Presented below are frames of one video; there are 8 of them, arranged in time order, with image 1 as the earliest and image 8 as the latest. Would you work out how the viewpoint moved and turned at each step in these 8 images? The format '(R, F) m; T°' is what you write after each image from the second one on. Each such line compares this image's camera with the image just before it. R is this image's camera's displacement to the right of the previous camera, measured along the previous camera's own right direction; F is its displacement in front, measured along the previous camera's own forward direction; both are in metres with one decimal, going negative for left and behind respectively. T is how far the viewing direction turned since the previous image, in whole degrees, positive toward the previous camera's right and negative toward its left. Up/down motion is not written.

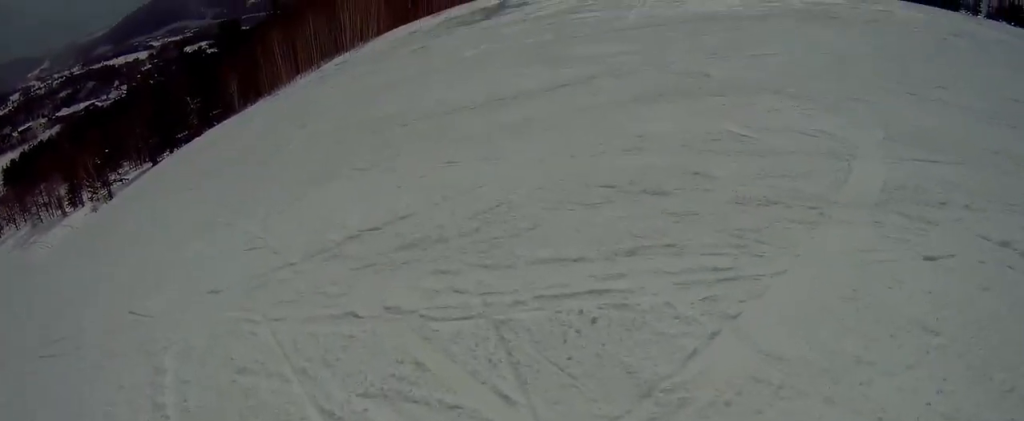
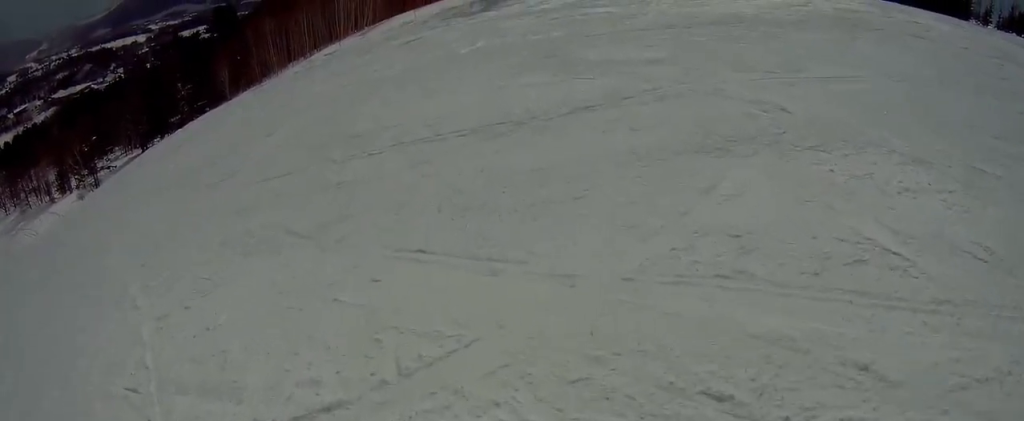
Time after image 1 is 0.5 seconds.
(-0.1, +2.4) m; -12°
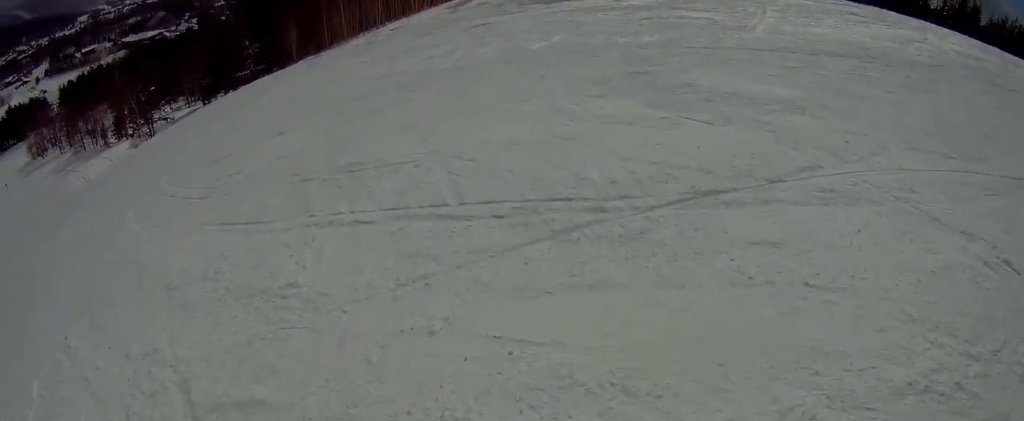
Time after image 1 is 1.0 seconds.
(-0.5, +3.0) m; -8°
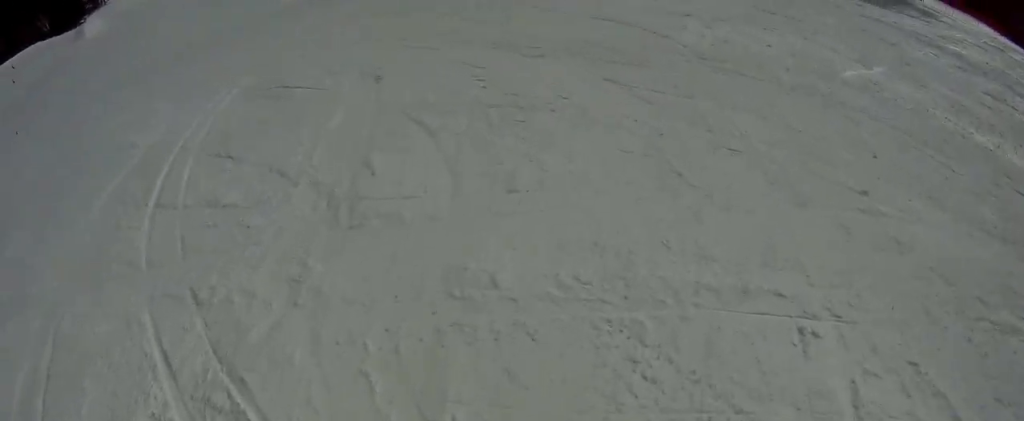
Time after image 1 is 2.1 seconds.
(-0.6, +5.8) m; -17°
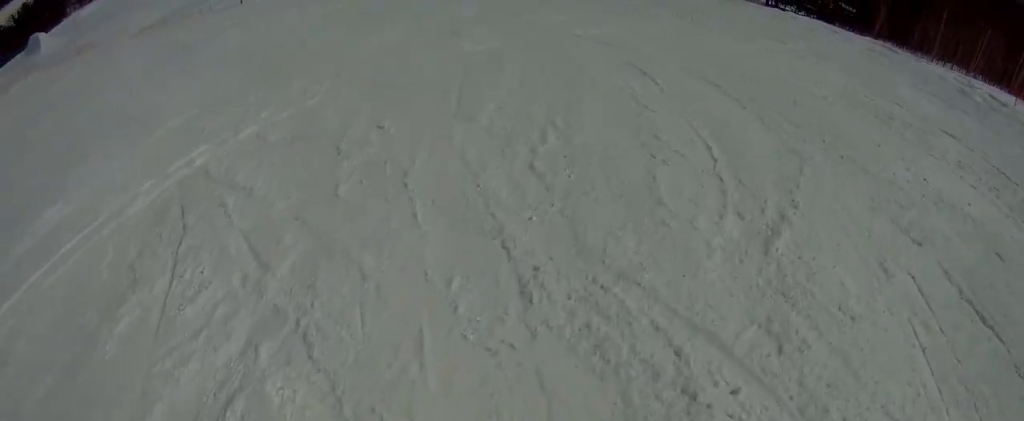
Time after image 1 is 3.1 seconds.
(-1.3, +6.1) m; -26°
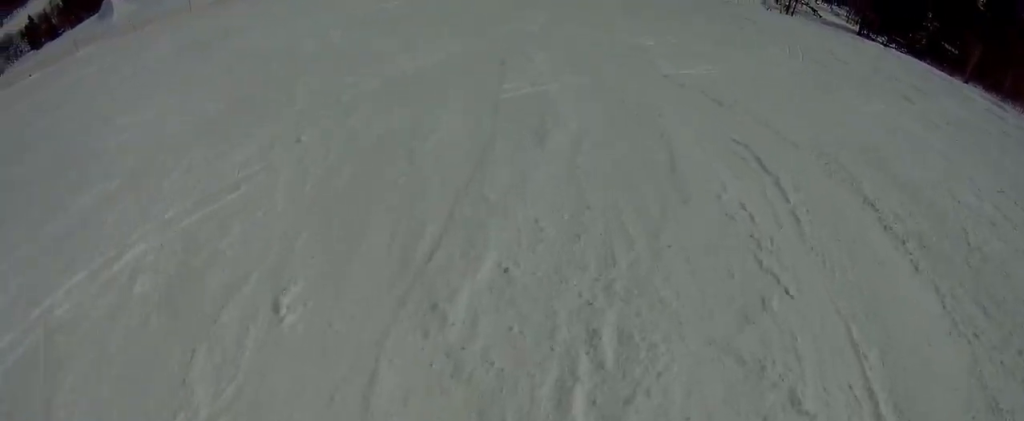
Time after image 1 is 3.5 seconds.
(-0.2, +2.5) m; -9°
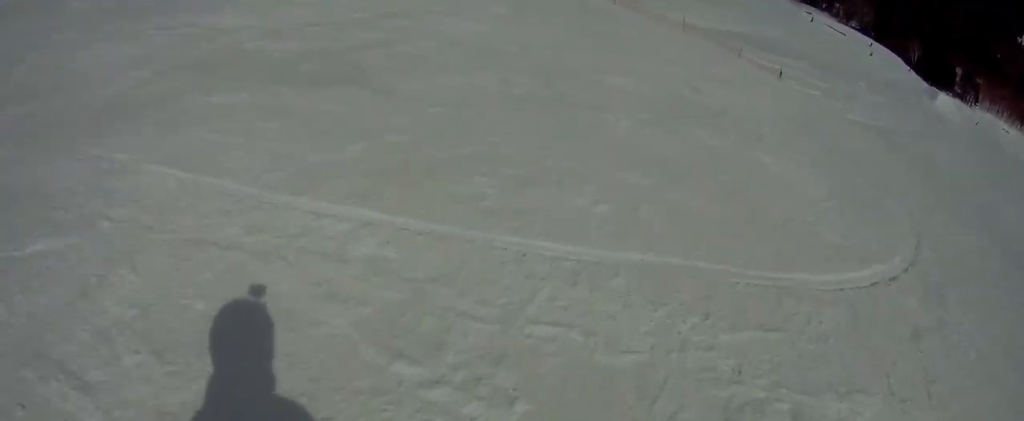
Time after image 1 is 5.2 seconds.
(-2.2, +9.7) m; -23°
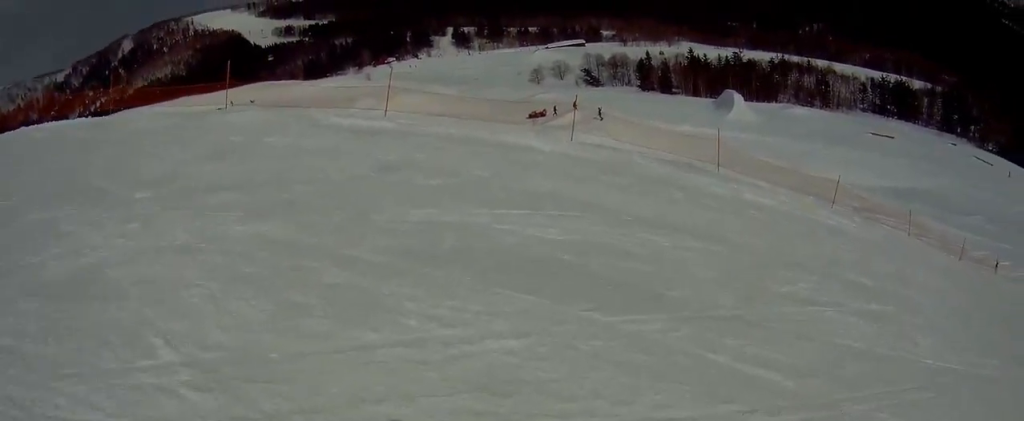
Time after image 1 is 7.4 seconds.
(-0.3, +10.8) m; +25°
